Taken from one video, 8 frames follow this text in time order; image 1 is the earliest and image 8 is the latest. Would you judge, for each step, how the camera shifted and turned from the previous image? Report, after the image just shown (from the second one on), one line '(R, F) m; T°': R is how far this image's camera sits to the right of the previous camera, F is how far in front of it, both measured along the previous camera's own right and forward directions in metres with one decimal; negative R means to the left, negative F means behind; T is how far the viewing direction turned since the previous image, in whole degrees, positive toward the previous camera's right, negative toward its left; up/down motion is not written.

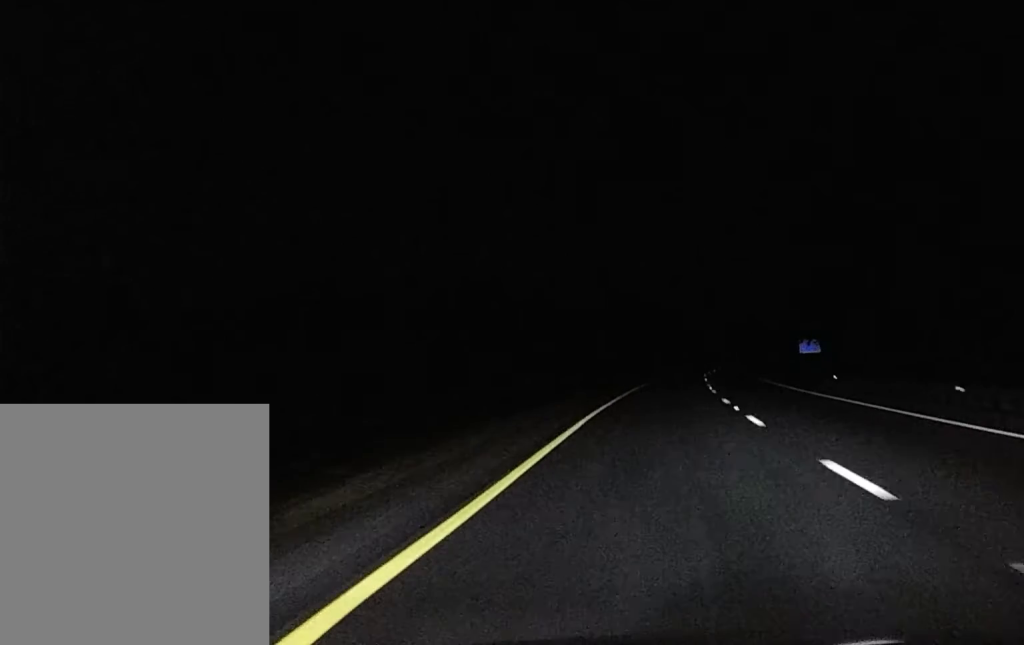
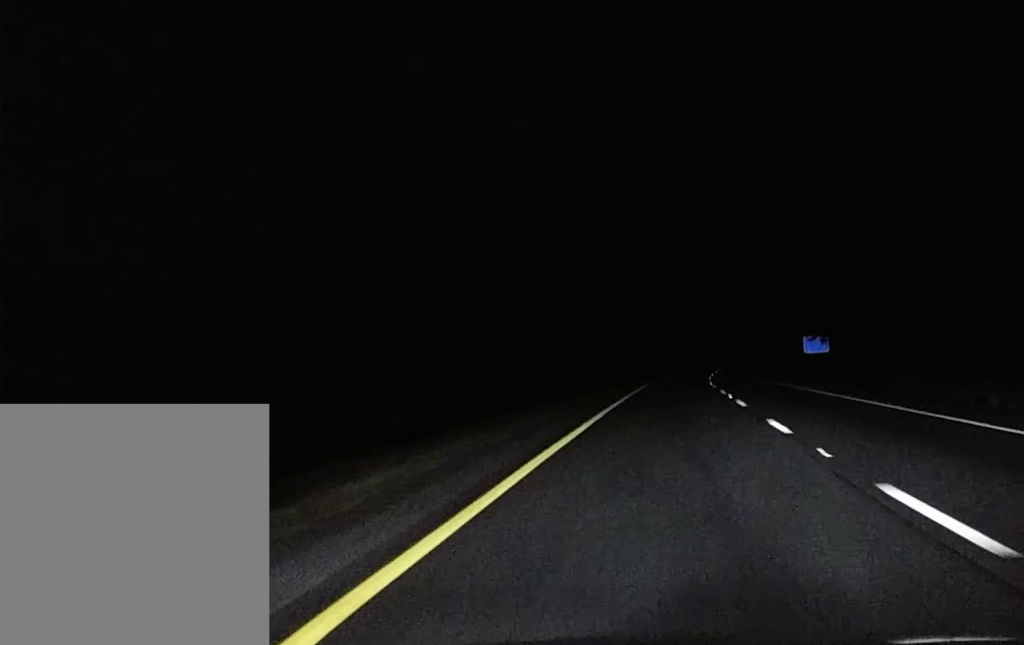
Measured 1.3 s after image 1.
(+0.3, +36.8) m; +1°
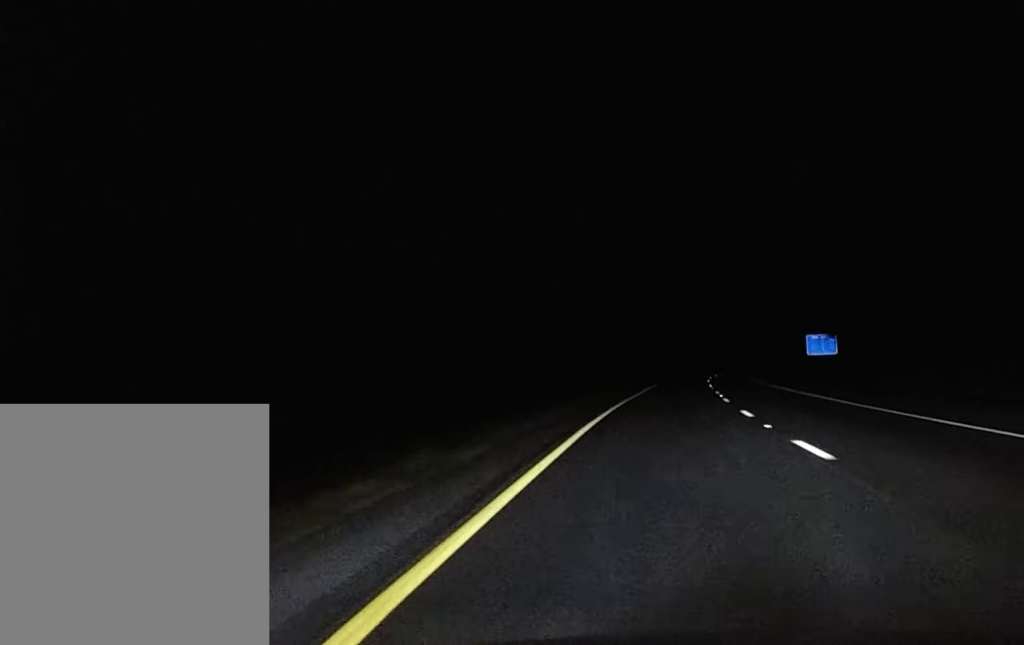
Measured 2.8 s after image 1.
(+0.2, +34.3) m; +1°
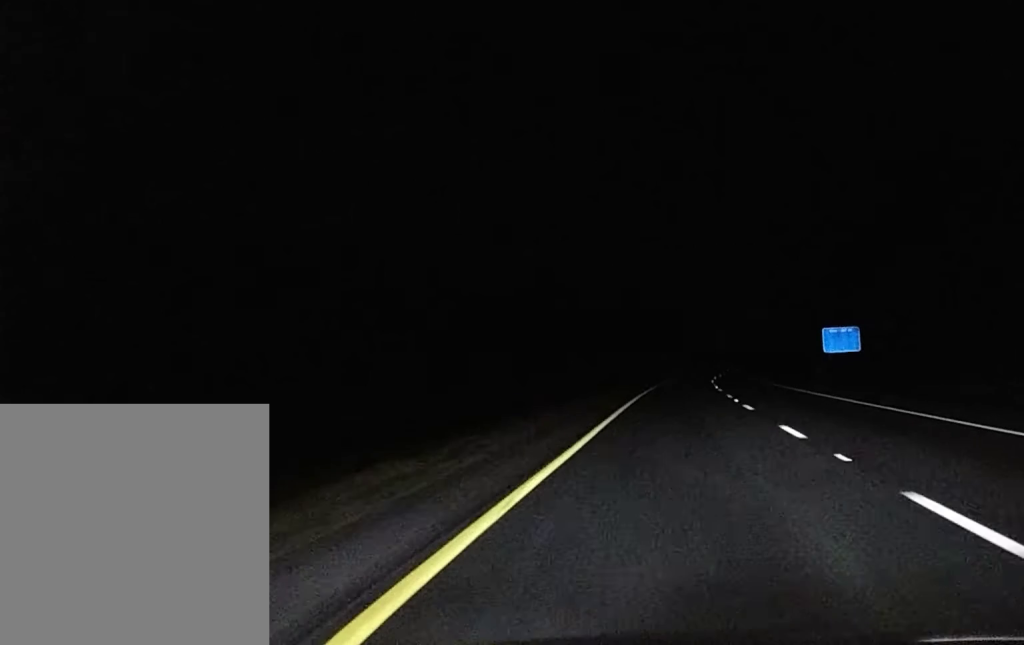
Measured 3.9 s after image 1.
(+0.2, +25.2) m; +1°
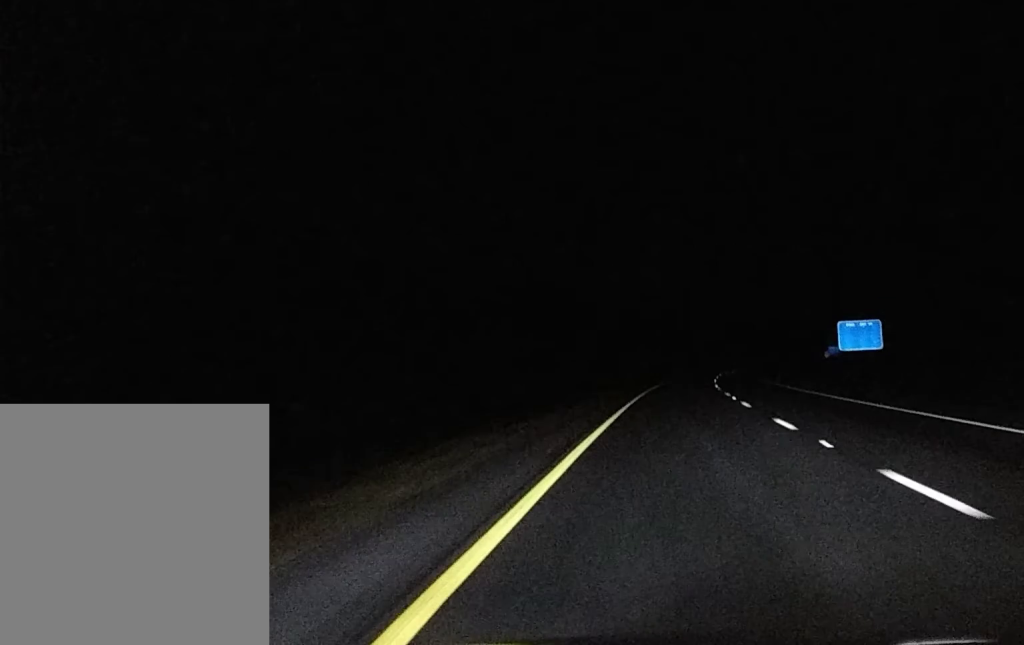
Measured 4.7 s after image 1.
(+0.1, +18.9) m; +1°
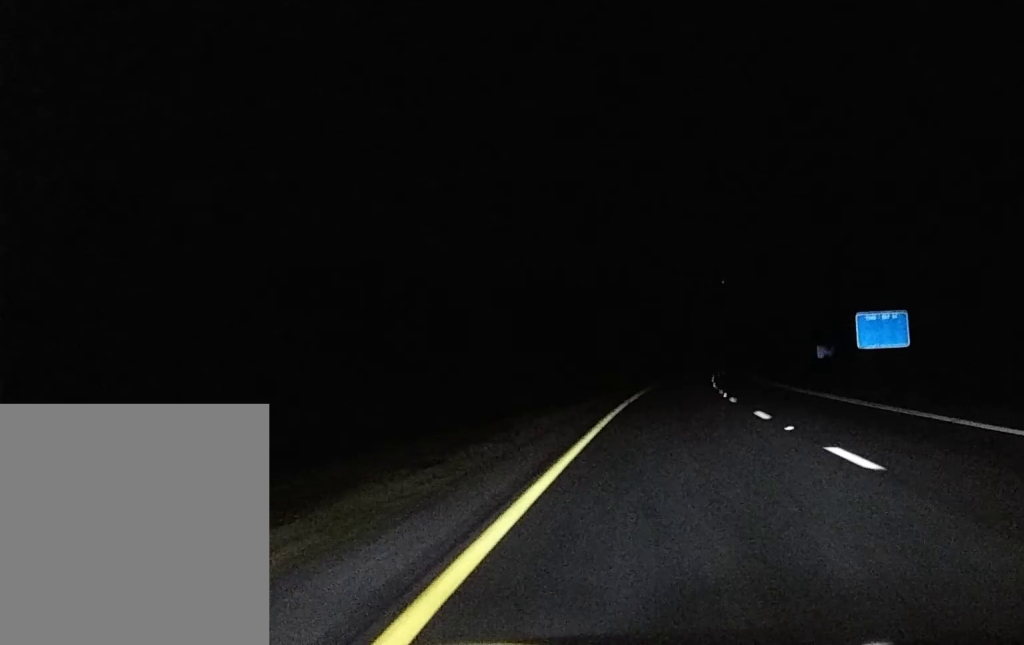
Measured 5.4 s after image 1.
(0.0, +18.4) m; +1°
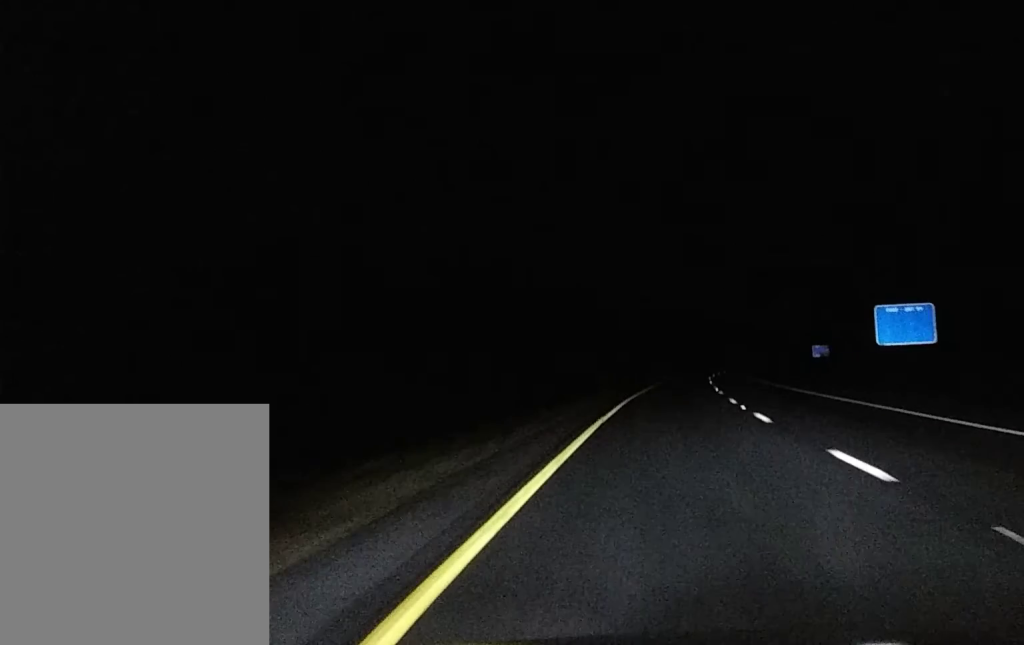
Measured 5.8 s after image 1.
(+0.2, +15.7) m; +1°
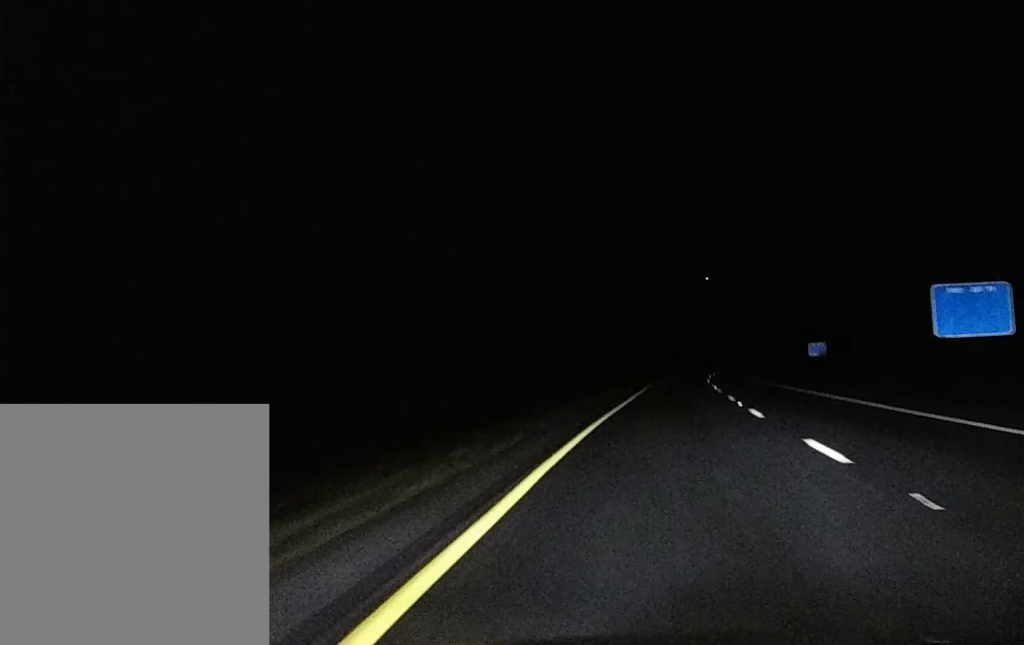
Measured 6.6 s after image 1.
(+0.2, +25.6) m; +1°
